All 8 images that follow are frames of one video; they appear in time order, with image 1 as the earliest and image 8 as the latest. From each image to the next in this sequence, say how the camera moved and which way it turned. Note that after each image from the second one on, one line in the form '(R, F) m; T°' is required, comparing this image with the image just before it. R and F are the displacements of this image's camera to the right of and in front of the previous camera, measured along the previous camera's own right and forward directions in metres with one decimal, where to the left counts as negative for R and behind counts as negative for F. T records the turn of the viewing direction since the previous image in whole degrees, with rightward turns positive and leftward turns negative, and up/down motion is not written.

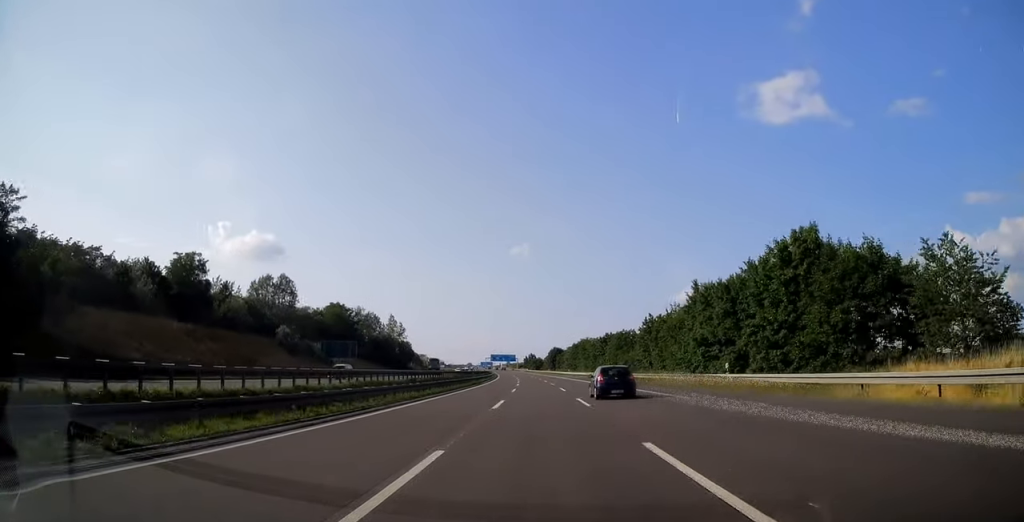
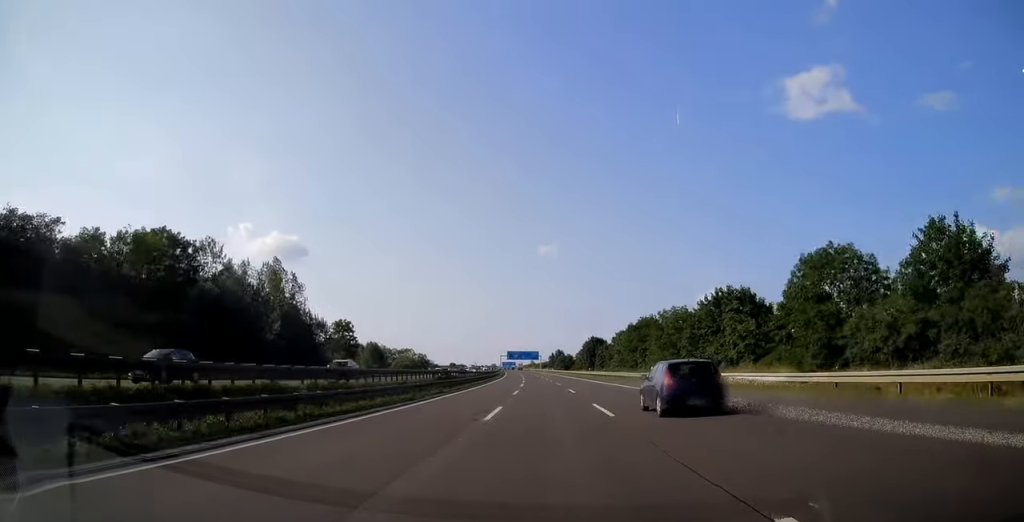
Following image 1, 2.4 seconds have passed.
(-1.5, +77.8) m; -2°
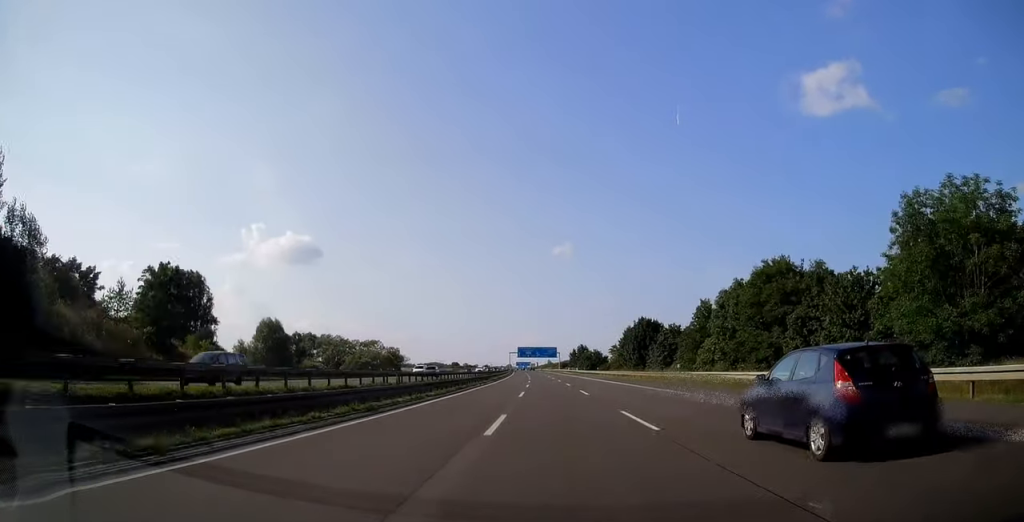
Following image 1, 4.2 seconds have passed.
(-0.9, +58.5) m; -2°
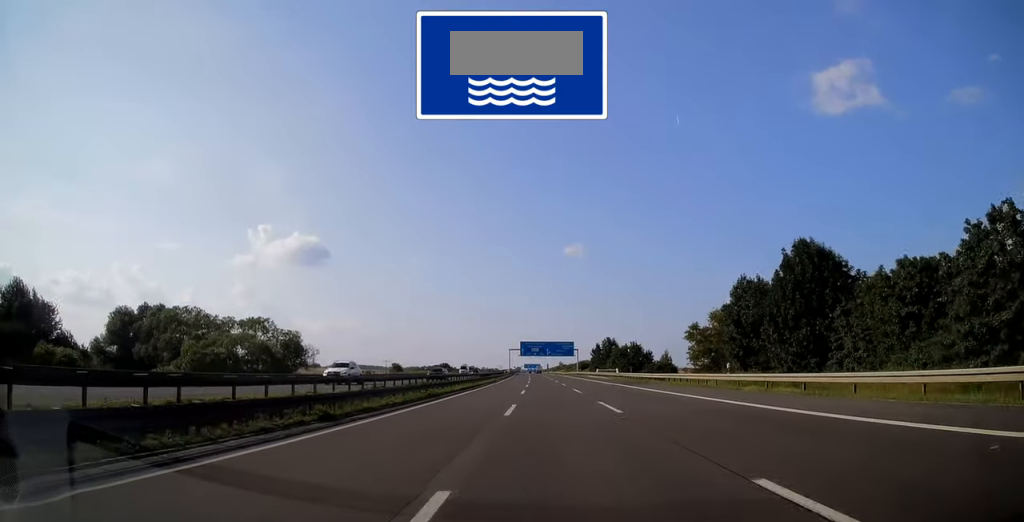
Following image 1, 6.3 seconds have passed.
(-0.8, +65.2) m; -1°
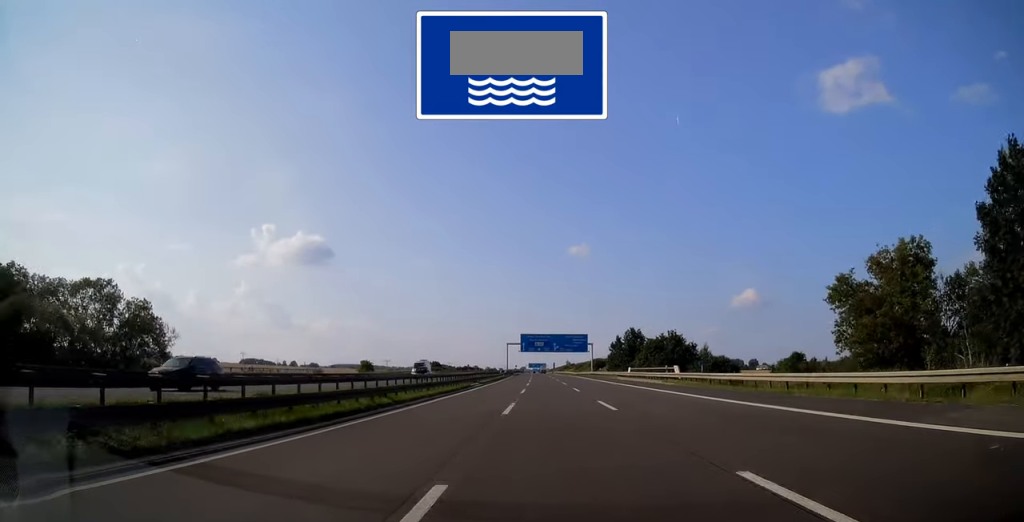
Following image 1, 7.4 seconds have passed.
(-0.2, +35.5) m; 0°
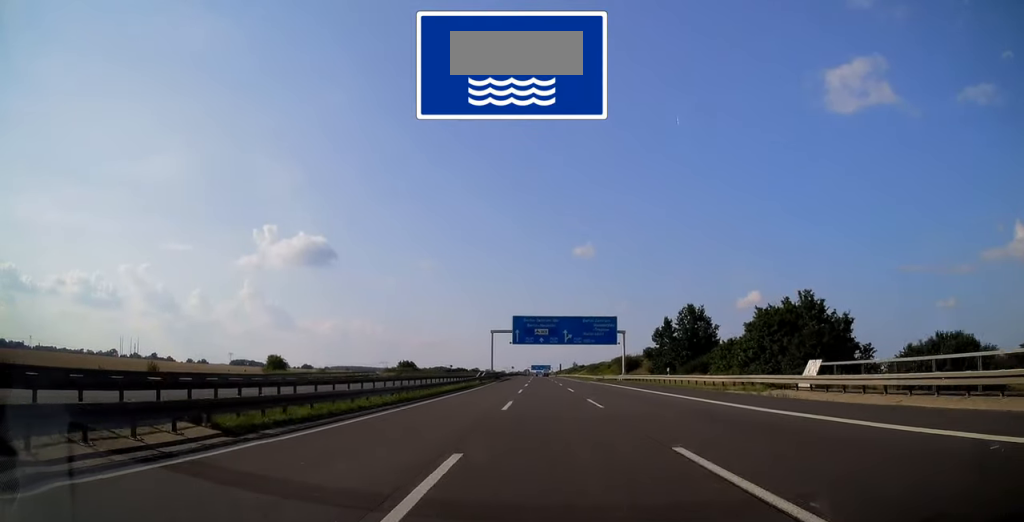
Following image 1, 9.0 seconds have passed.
(-0.2, +51.6) m; -1°
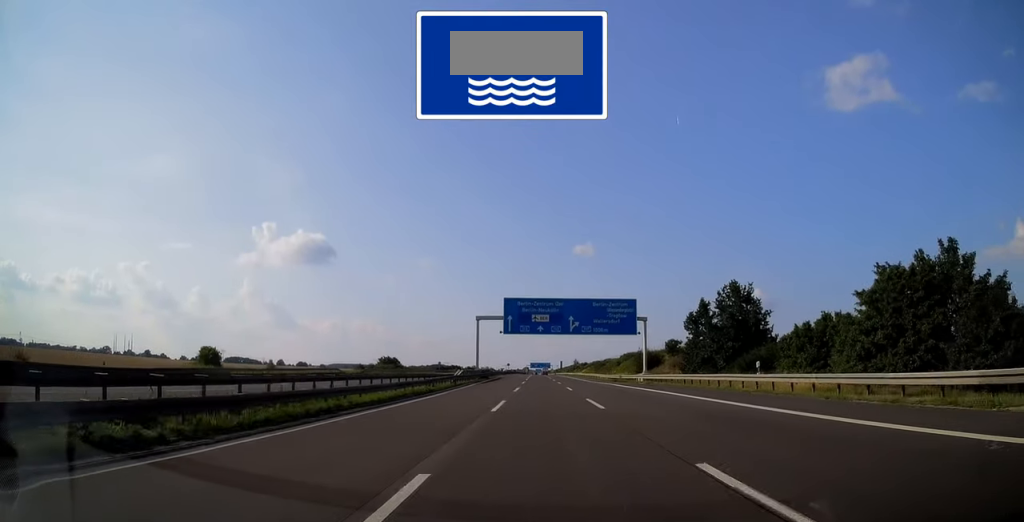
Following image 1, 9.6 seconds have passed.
(0.0, +19.9) m; 0°
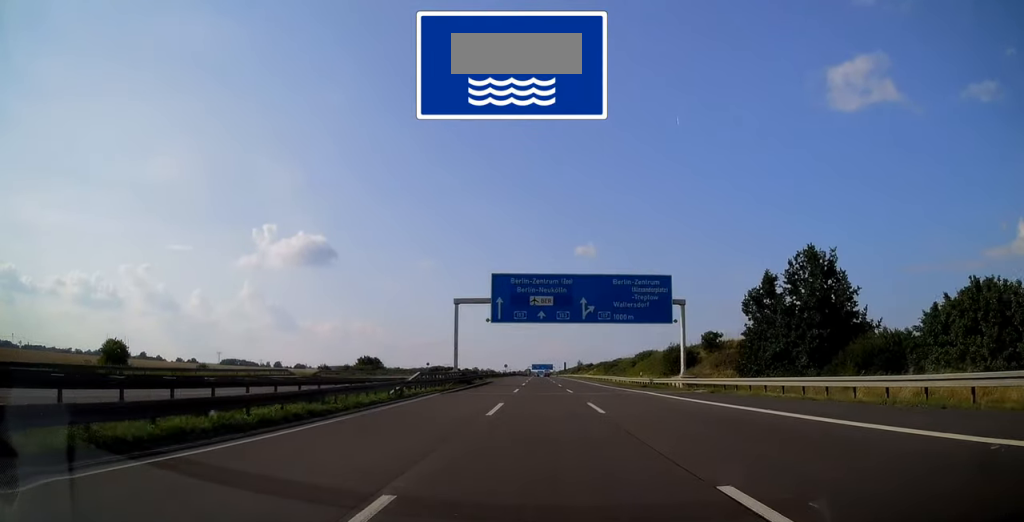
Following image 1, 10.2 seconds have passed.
(-0.1, +19.4) m; 0°
